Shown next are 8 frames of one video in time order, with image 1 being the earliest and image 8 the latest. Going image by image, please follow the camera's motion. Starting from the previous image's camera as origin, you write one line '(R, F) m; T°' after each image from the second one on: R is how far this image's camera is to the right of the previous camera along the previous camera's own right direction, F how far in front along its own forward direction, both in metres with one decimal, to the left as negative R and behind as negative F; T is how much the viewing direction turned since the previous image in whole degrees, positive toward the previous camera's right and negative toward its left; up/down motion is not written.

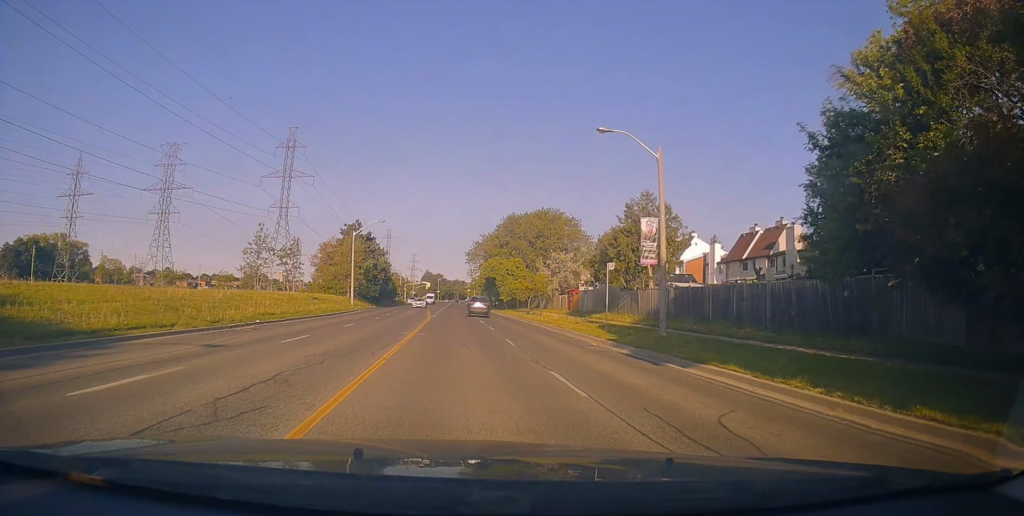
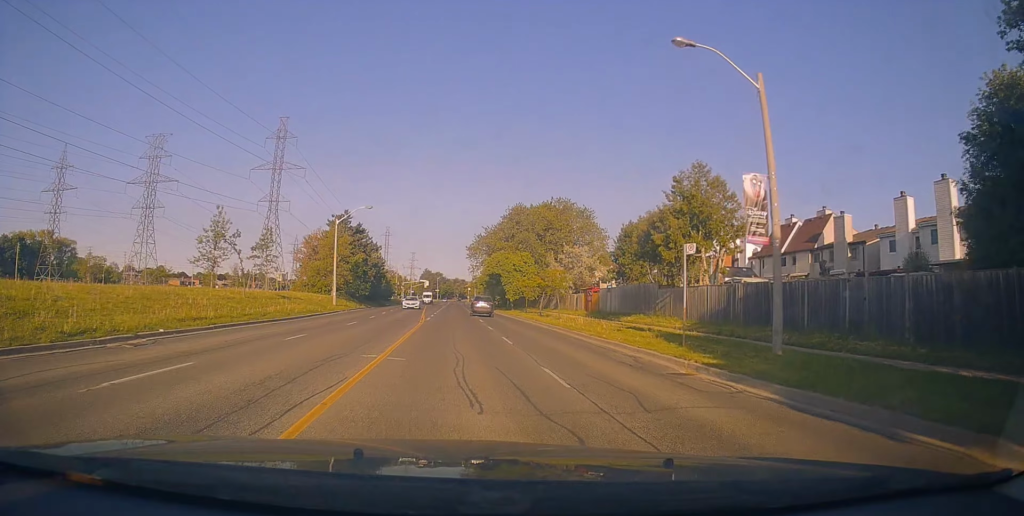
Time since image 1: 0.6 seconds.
(-0.1, +8.4) m; 0°
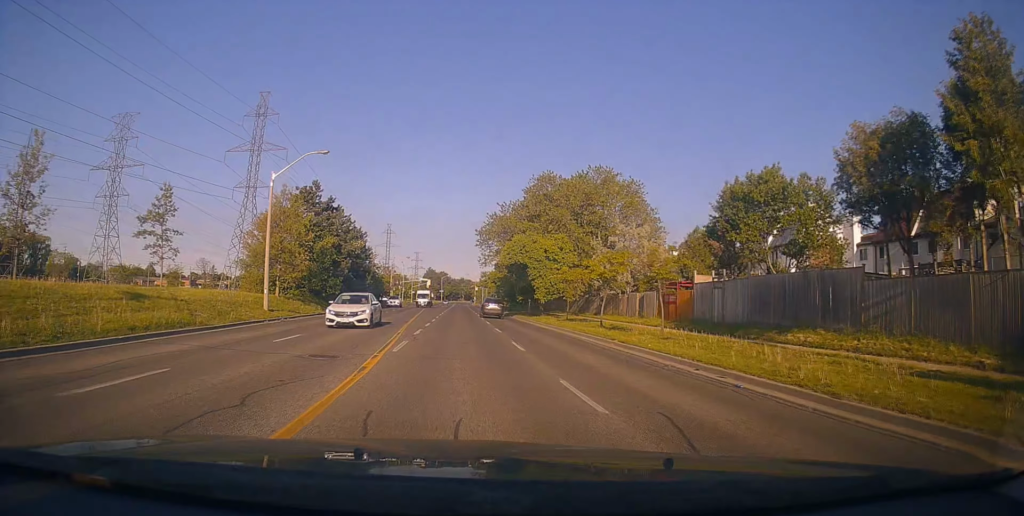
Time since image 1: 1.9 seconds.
(+0.3, +18.5) m; +1°
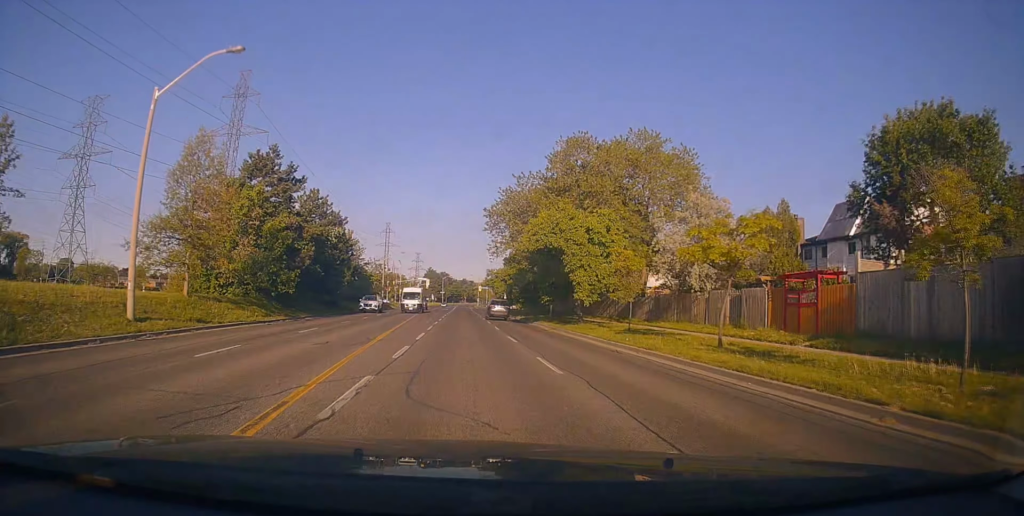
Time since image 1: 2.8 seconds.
(0.0, +13.3) m; +1°
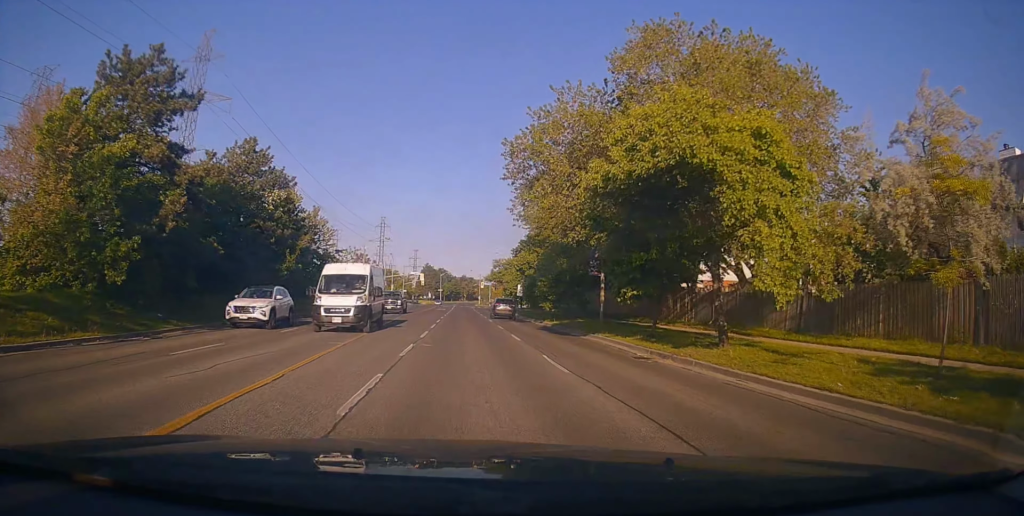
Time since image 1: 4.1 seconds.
(+0.2, +17.8) m; -1°
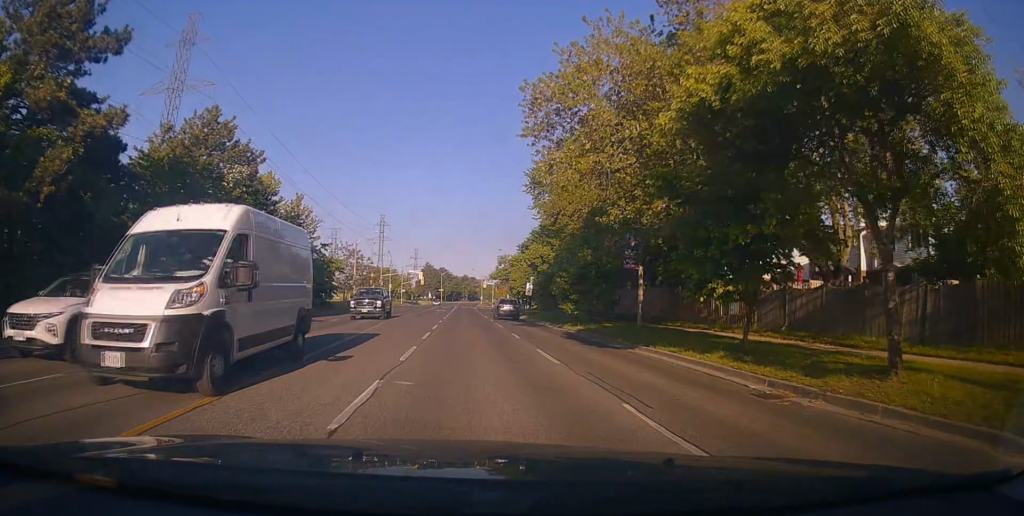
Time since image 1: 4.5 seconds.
(-0.1, +6.4) m; -1°
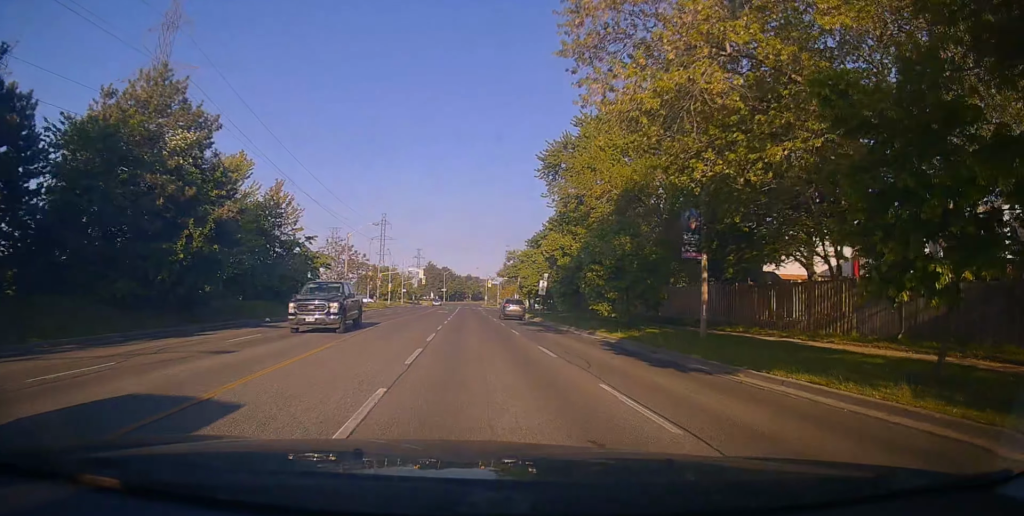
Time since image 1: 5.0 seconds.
(0.0, +6.7) m; -1°
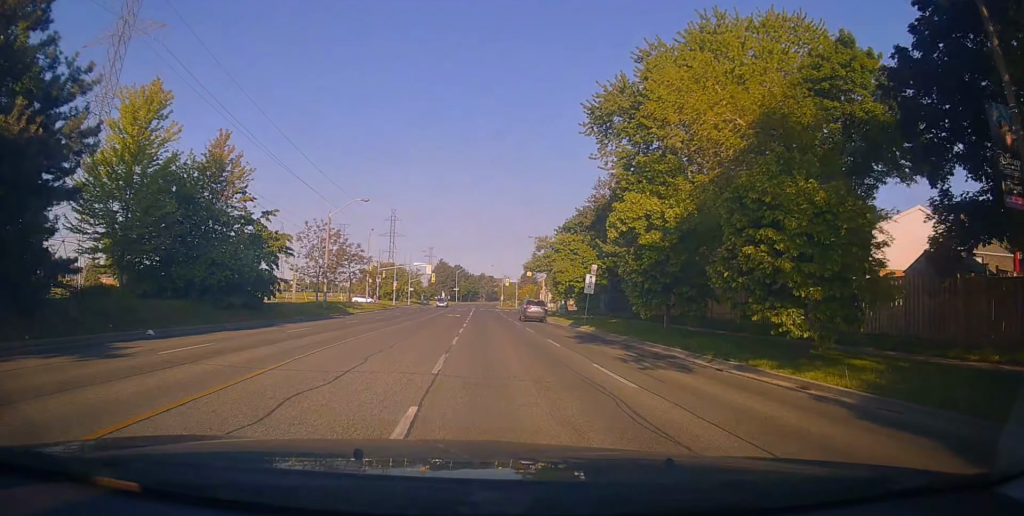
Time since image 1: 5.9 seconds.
(-0.1, +13.5) m; -1°
